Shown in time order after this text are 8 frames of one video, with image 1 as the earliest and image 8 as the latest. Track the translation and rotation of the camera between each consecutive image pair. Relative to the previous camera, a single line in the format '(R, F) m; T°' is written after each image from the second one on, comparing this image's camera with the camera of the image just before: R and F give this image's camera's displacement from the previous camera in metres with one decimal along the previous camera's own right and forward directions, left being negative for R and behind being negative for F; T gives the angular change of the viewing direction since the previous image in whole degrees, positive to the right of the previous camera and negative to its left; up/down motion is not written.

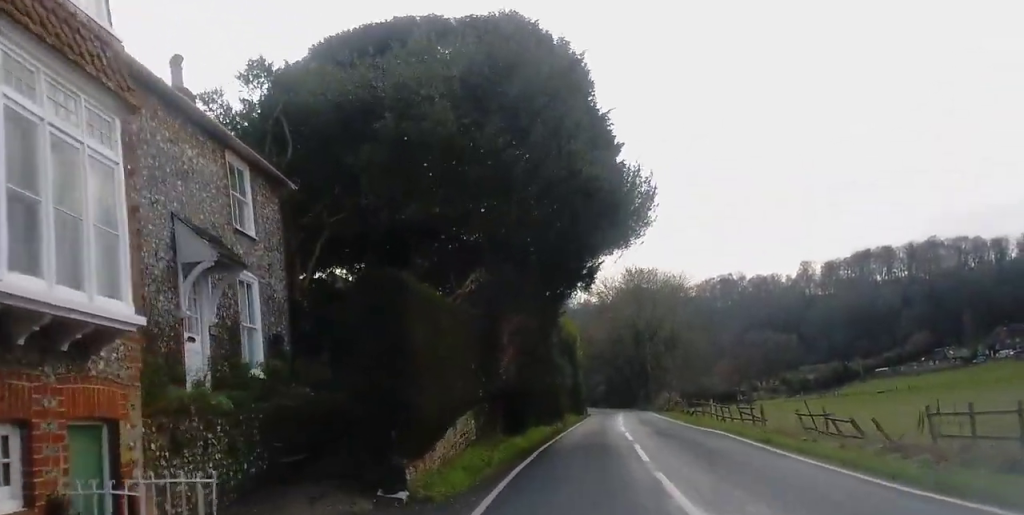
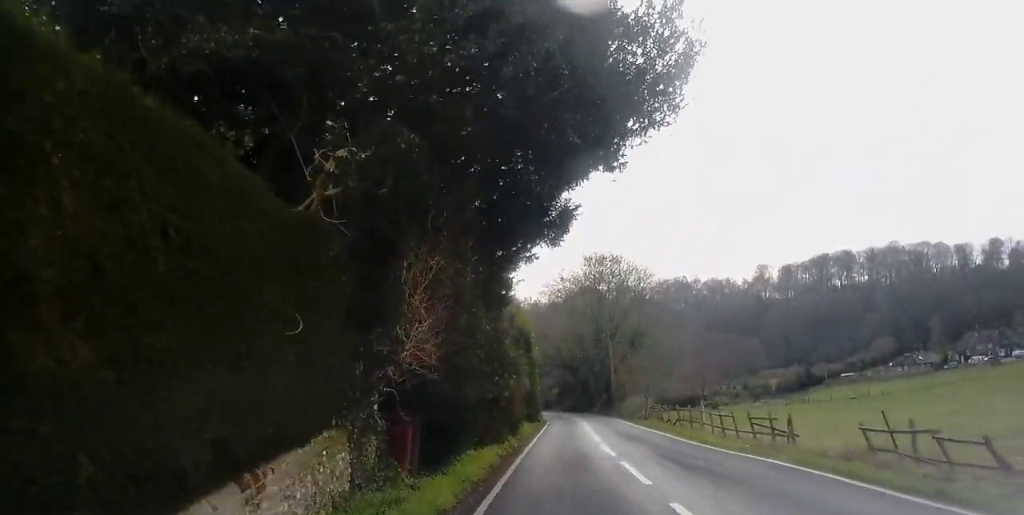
(+0.2, +8.8) m; +4°
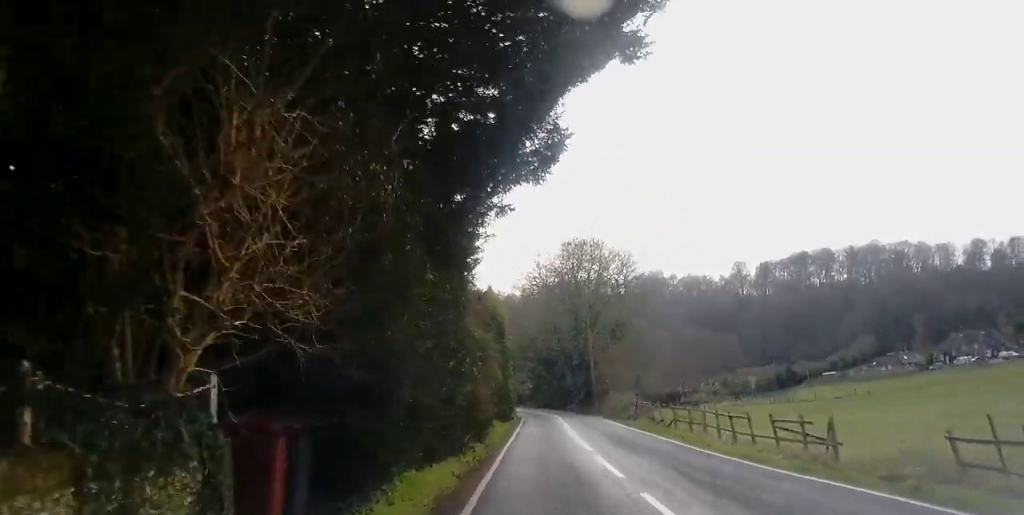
(+0.1, +5.0) m; +1°
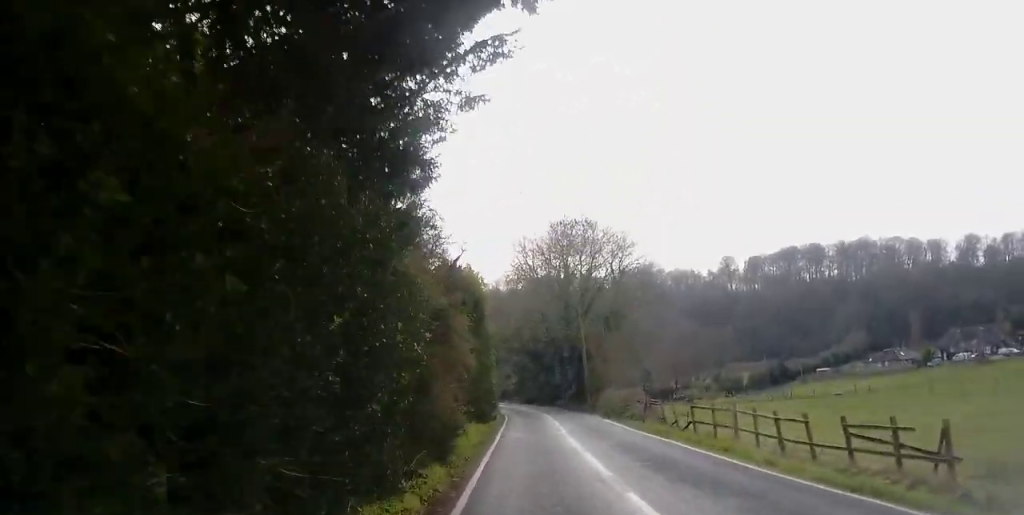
(+0.2, +5.9) m; 0°
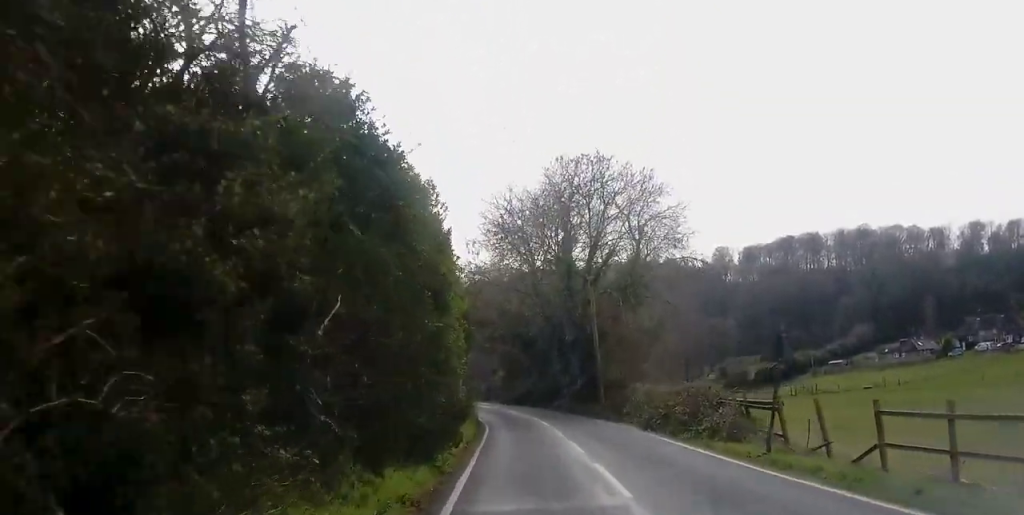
(-0.2, +14.4) m; +1°
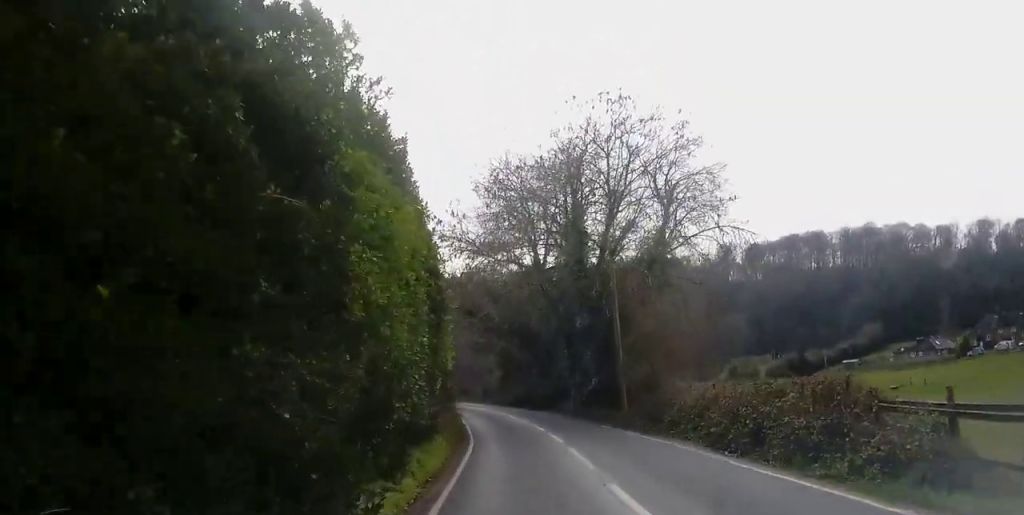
(+0.3, +8.4) m; +2°
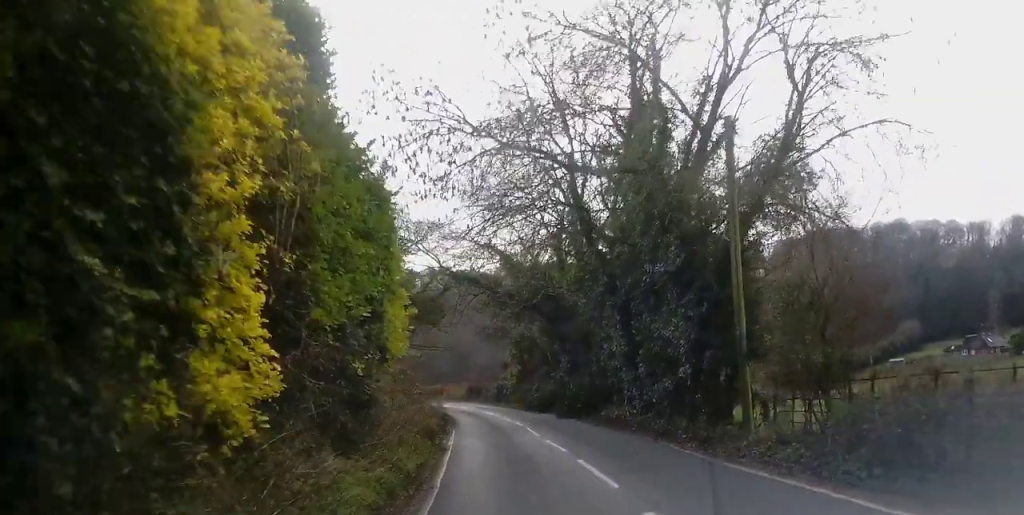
(-0.2, +14.5) m; -3°
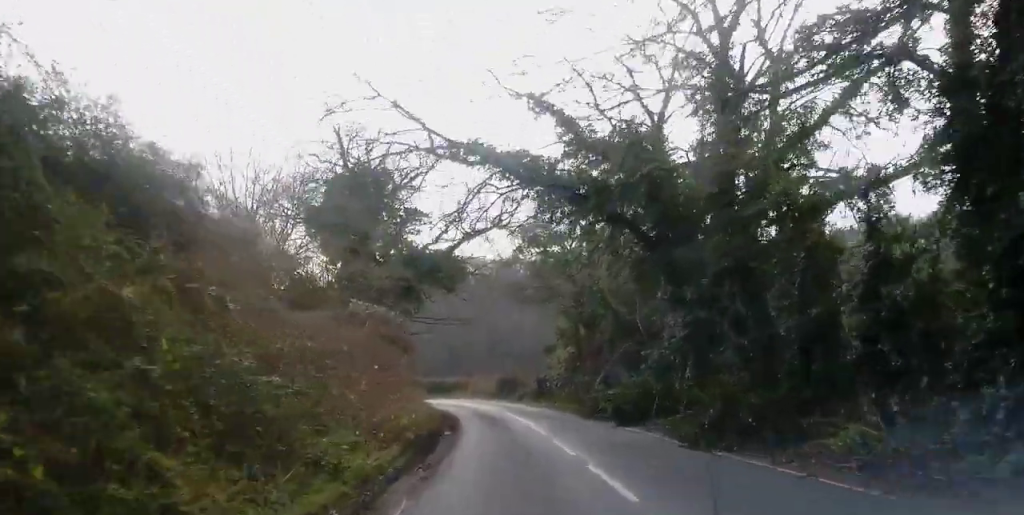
(-0.6, +19.9) m; -3°
